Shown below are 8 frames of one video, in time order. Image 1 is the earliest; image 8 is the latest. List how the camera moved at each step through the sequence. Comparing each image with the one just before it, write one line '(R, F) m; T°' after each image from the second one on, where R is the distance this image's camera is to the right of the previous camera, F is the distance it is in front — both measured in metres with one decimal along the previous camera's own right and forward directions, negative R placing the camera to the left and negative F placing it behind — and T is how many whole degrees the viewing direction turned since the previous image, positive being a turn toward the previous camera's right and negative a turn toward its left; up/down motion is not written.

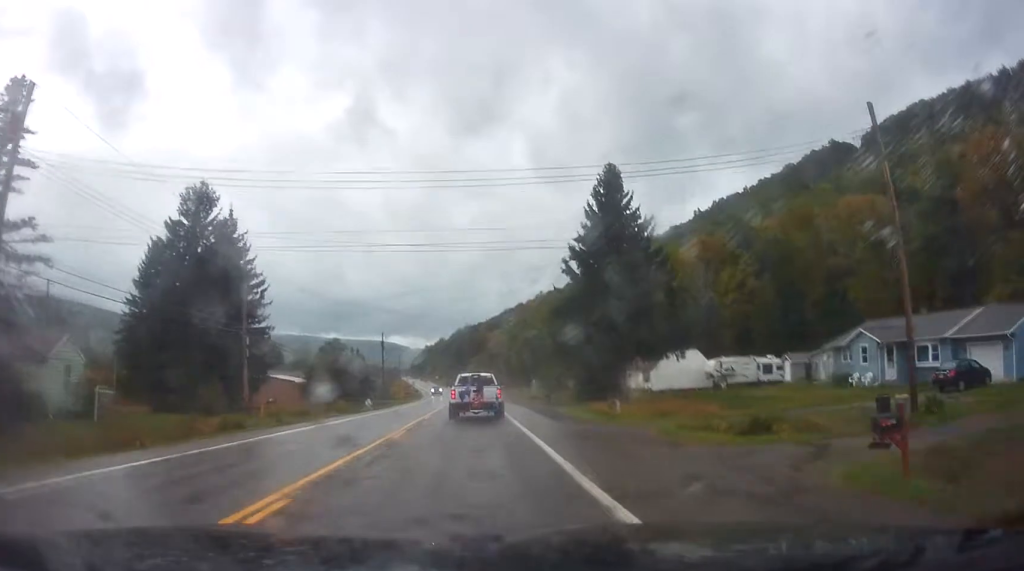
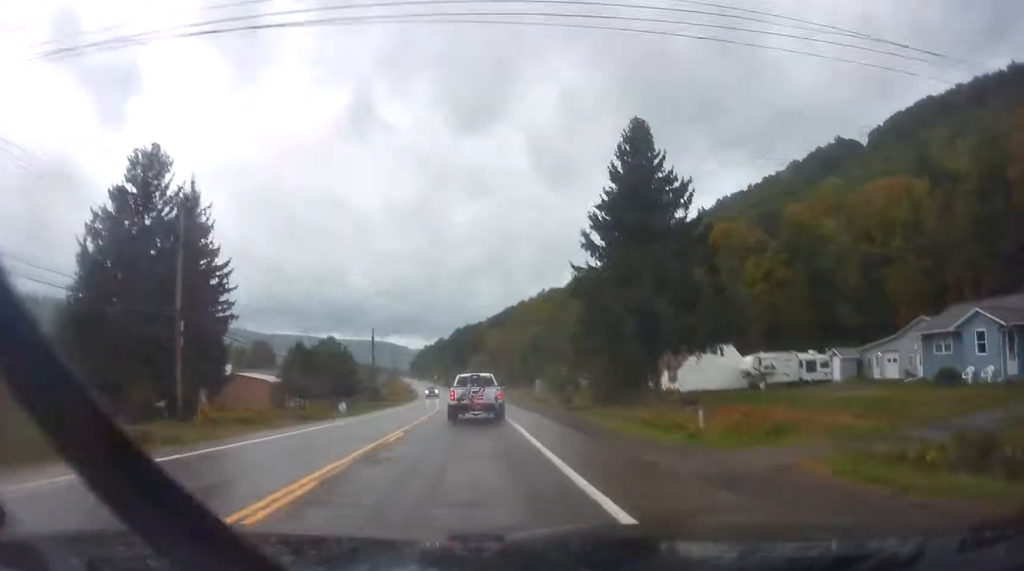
(0.0, +10.5) m; 0°
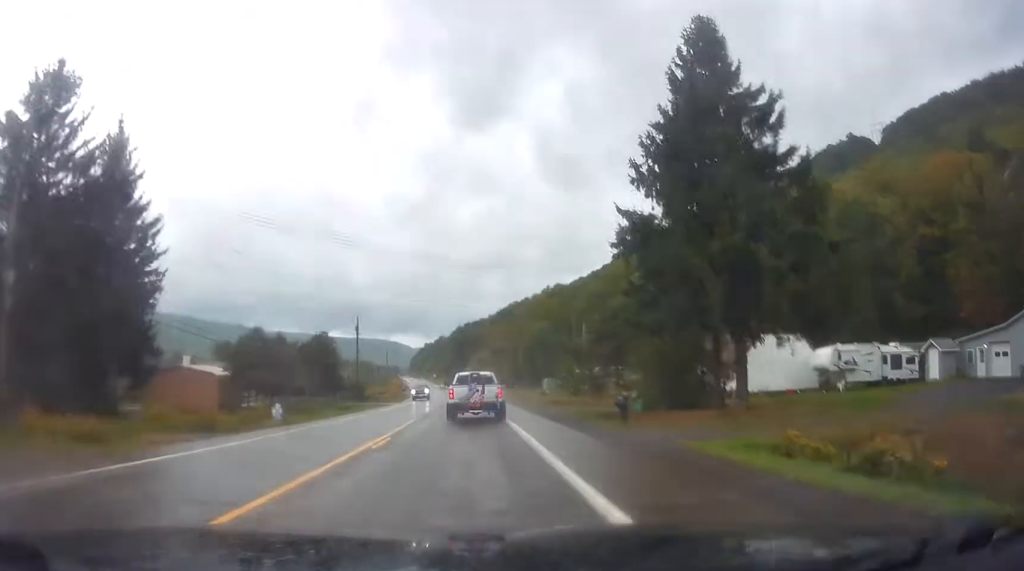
(-0.2, +14.9) m; 0°
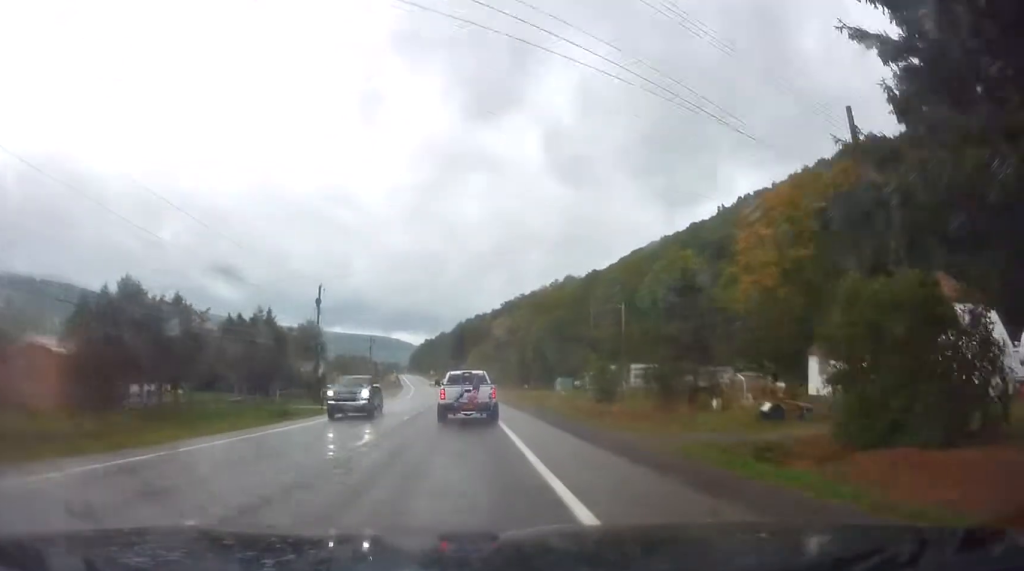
(+0.4, +23.3) m; -1°
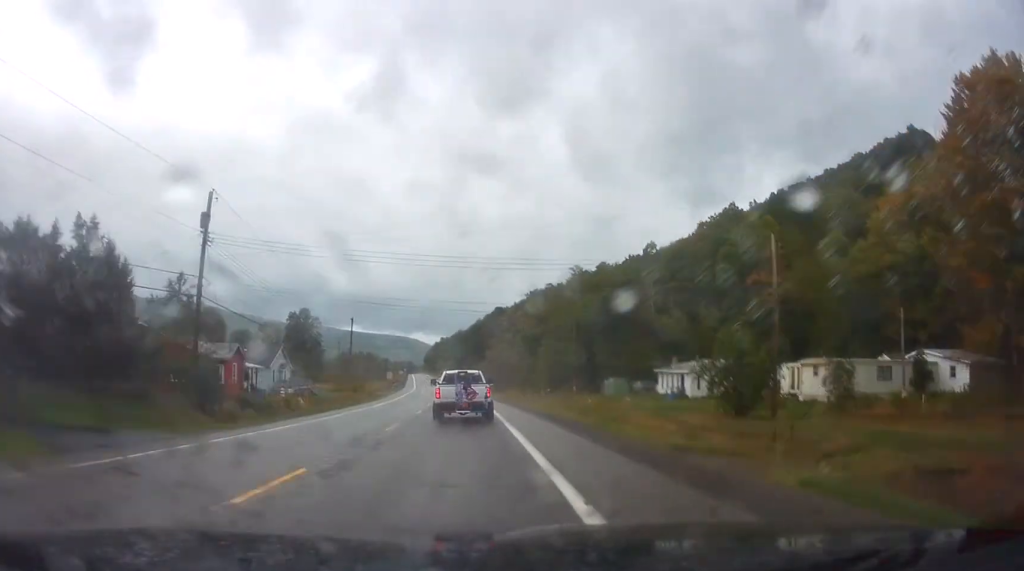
(-0.6, +32.6) m; 0°
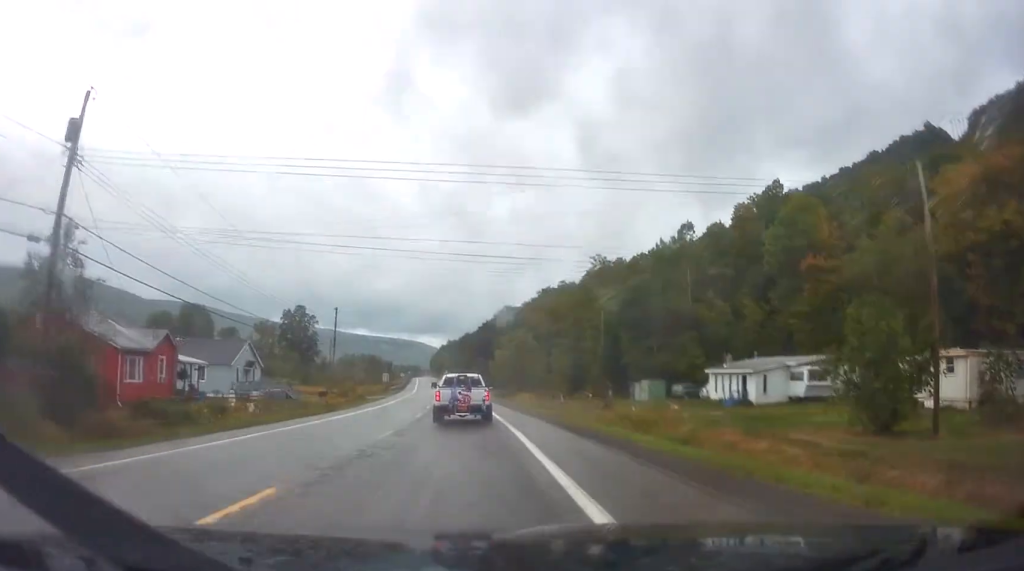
(+0.1, +14.0) m; 0°
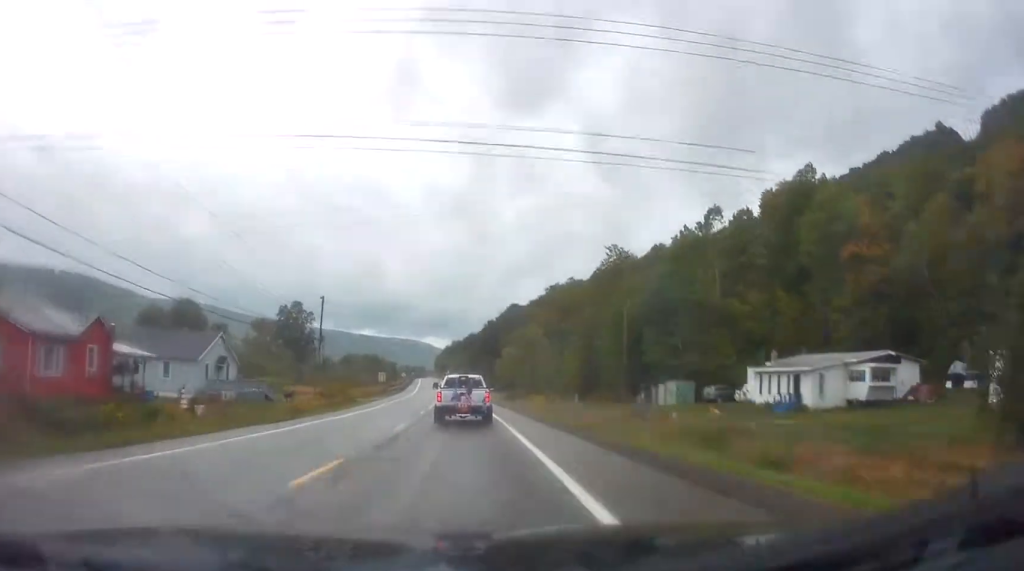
(0.0, +8.3) m; 0°
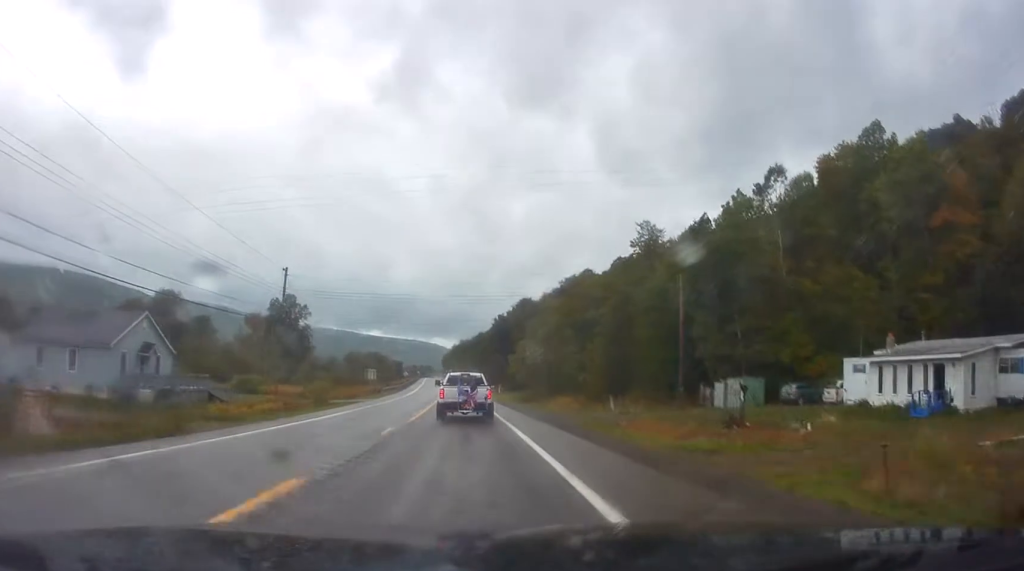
(-0.1, +14.5) m; -1°
